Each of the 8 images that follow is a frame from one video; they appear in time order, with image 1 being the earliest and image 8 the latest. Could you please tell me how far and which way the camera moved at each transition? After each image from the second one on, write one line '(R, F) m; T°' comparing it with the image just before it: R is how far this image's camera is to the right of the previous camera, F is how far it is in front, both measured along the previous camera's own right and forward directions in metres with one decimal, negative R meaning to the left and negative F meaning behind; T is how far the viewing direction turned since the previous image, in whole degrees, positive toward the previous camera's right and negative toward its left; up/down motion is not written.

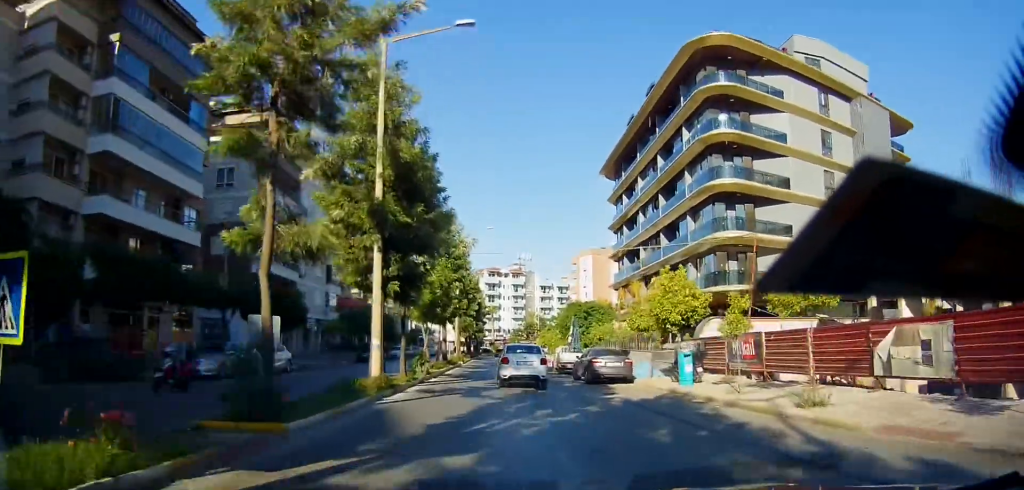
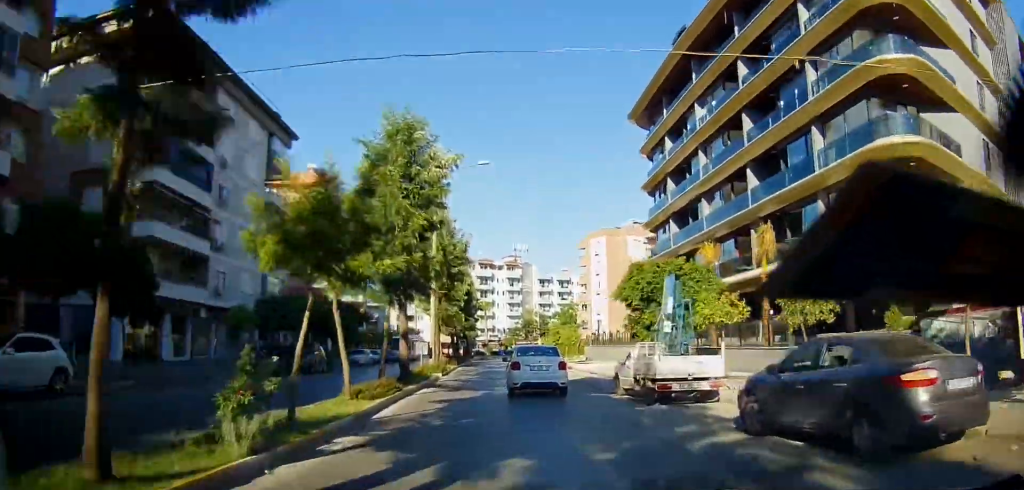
(0.0, +16.7) m; 0°
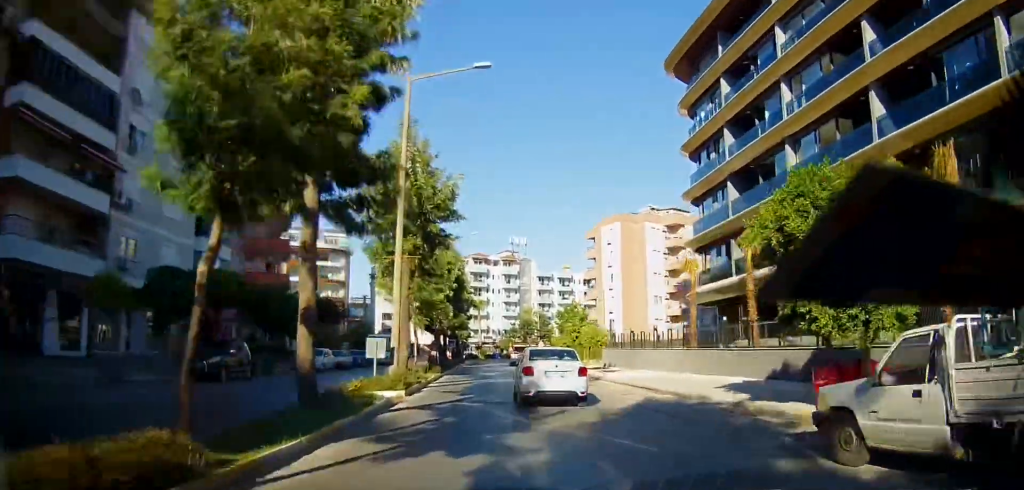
(0.0, +11.1) m; 0°
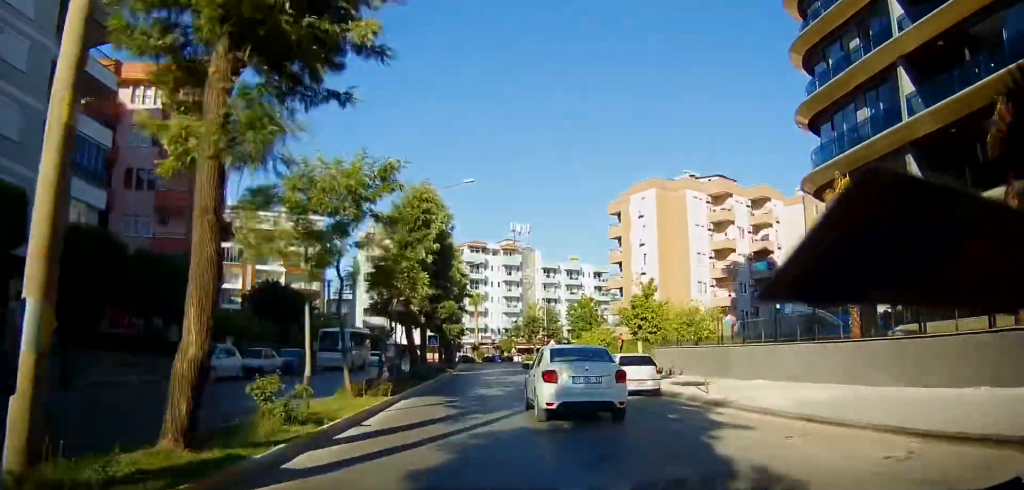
(0.0, +15.3) m; 0°
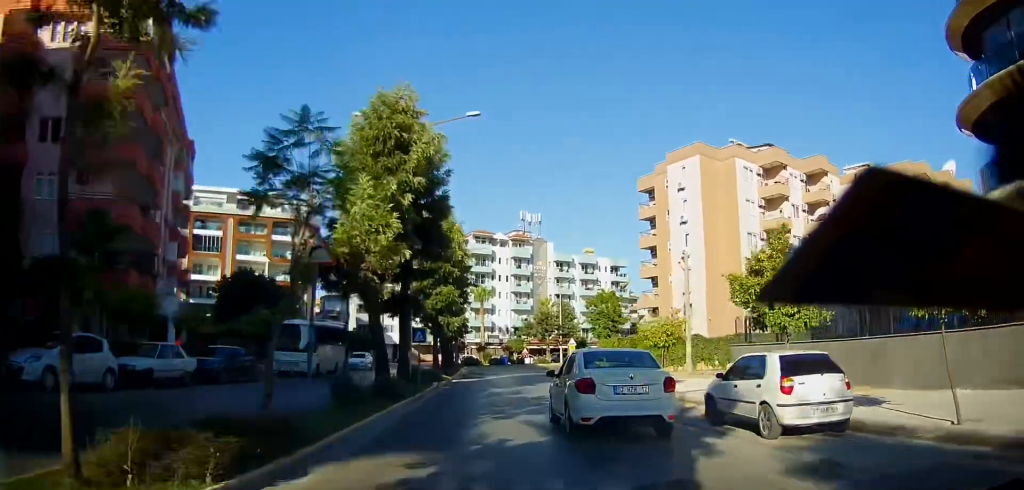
(0.0, +9.9) m; +1°
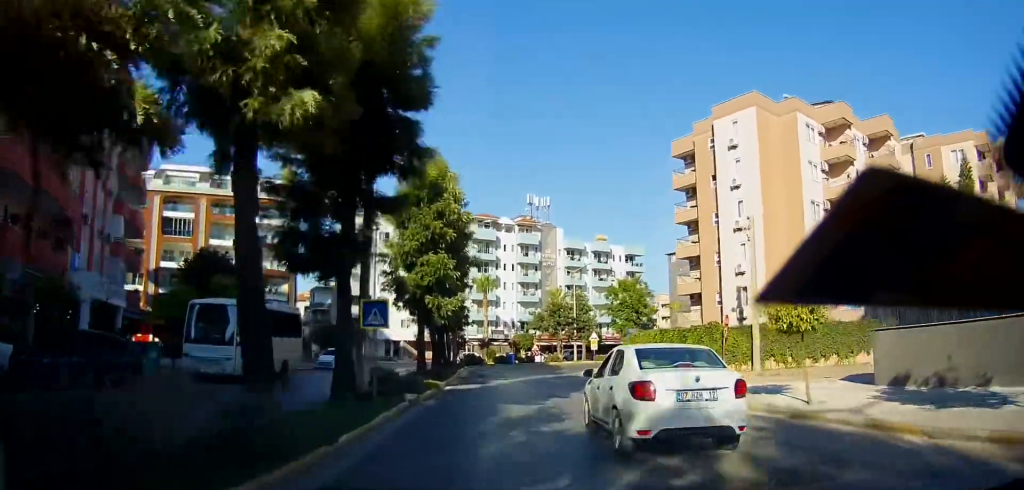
(+0.2, +9.2) m; -1°
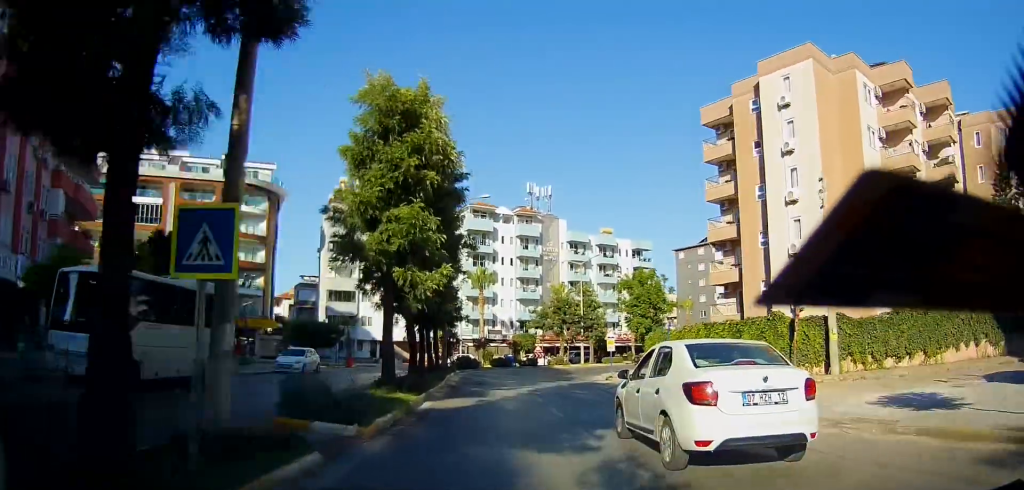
(-0.2, +7.2) m; +1°
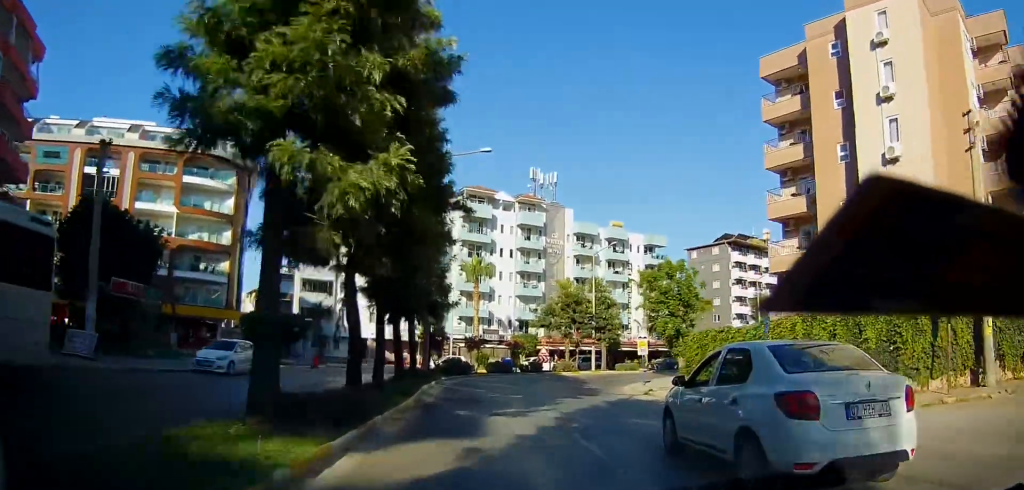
(+0.1, +8.7) m; +3°
